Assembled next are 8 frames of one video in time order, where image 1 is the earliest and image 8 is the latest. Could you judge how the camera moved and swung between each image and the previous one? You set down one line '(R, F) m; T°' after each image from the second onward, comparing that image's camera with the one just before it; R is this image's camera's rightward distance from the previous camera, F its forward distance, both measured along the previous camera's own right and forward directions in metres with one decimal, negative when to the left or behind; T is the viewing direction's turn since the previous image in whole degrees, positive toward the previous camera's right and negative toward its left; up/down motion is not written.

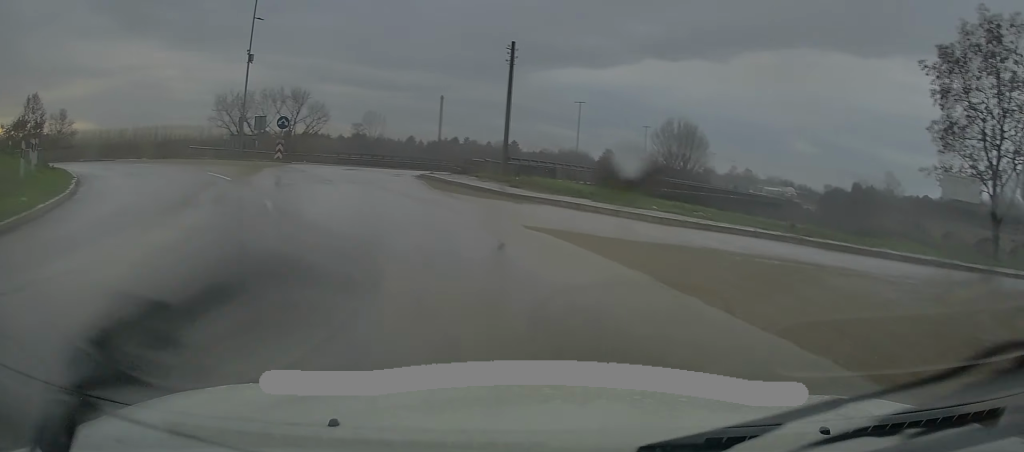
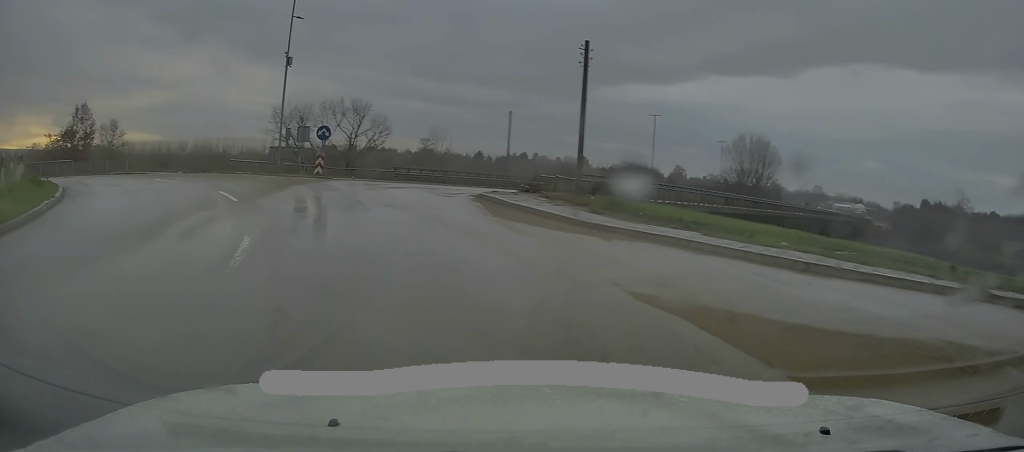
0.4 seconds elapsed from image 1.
(-0.6, +4.3) m; -6°
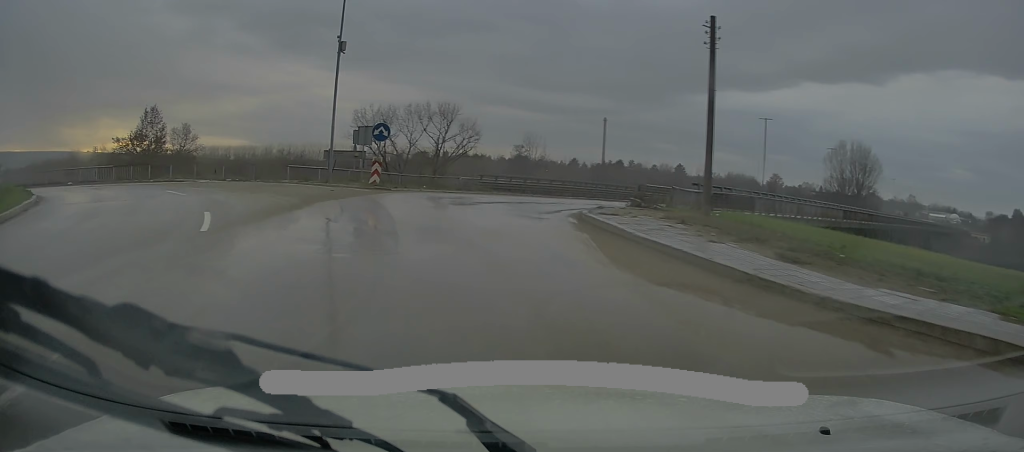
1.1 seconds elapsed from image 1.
(-0.5, +6.2) m; -6°
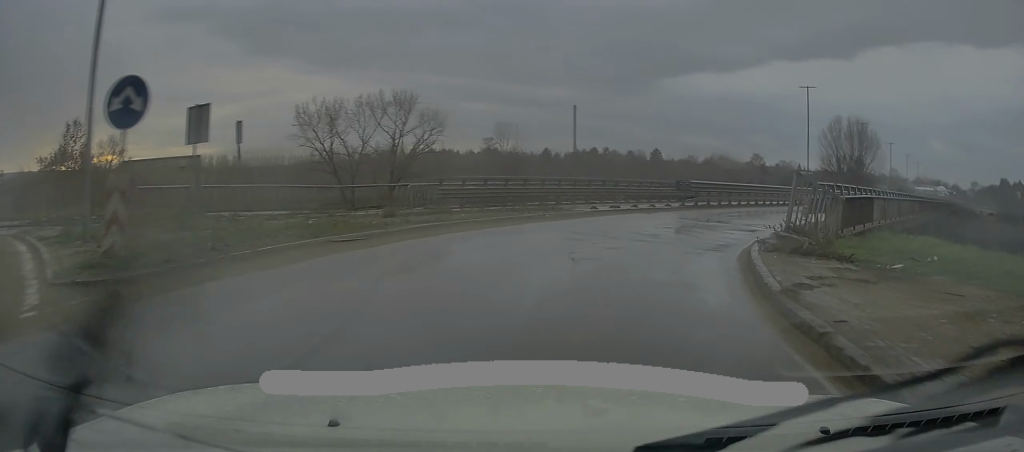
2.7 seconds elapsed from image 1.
(-1.3, +15.6) m; +1°
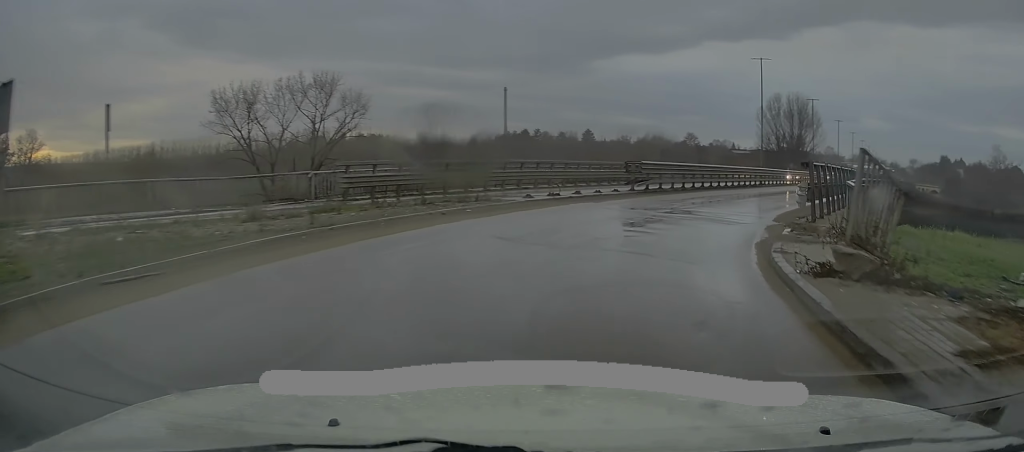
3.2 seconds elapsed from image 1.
(+0.6, +4.6) m; +7°
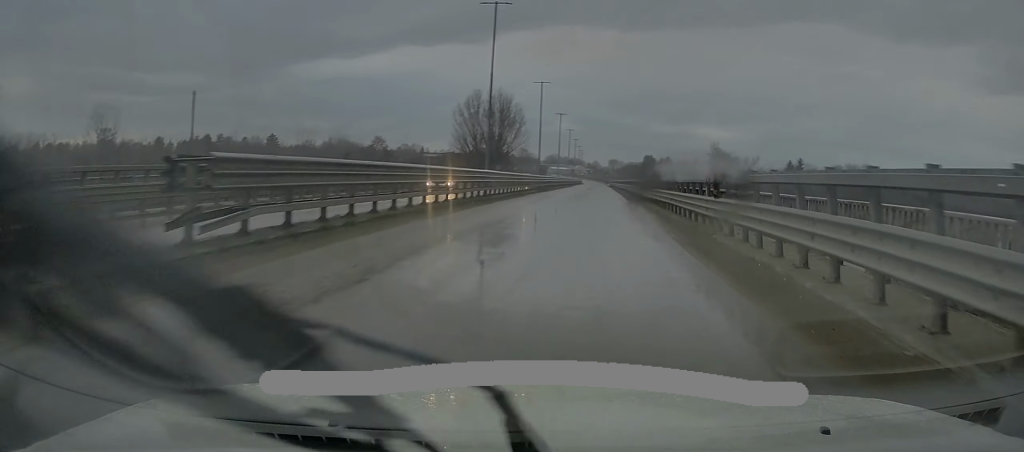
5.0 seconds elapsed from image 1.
(+3.4, +16.8) m; +21°
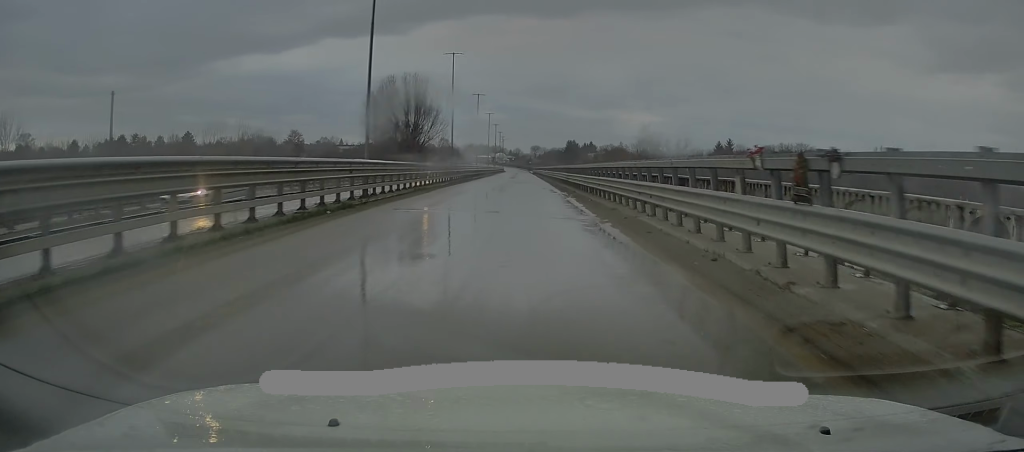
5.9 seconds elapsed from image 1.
(+0.6, +9.0) m; +8°
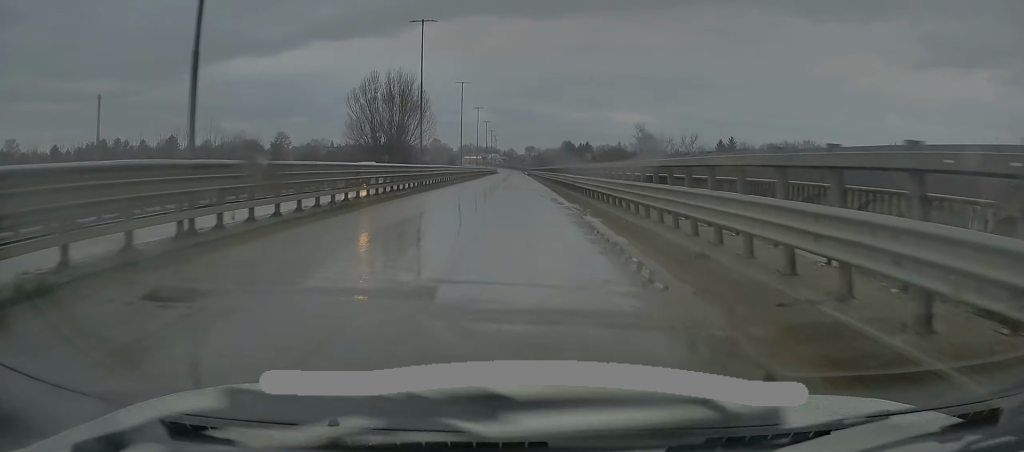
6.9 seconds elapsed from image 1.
(+0.7, +11.2) m; +5°
